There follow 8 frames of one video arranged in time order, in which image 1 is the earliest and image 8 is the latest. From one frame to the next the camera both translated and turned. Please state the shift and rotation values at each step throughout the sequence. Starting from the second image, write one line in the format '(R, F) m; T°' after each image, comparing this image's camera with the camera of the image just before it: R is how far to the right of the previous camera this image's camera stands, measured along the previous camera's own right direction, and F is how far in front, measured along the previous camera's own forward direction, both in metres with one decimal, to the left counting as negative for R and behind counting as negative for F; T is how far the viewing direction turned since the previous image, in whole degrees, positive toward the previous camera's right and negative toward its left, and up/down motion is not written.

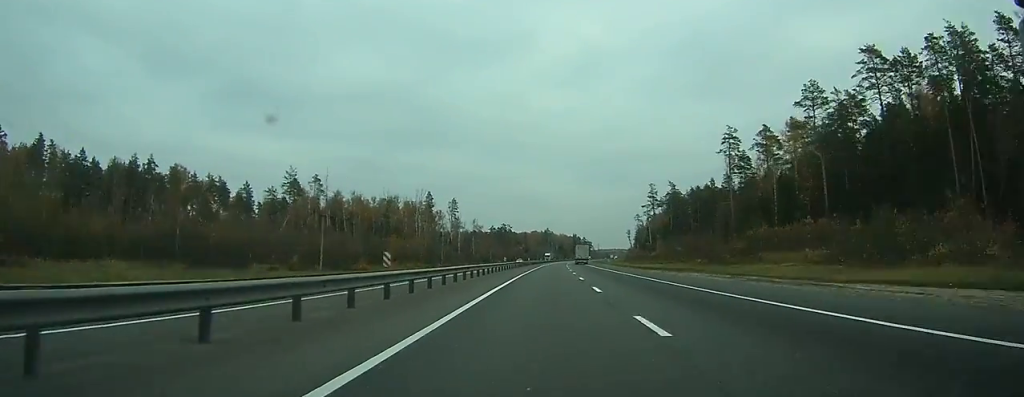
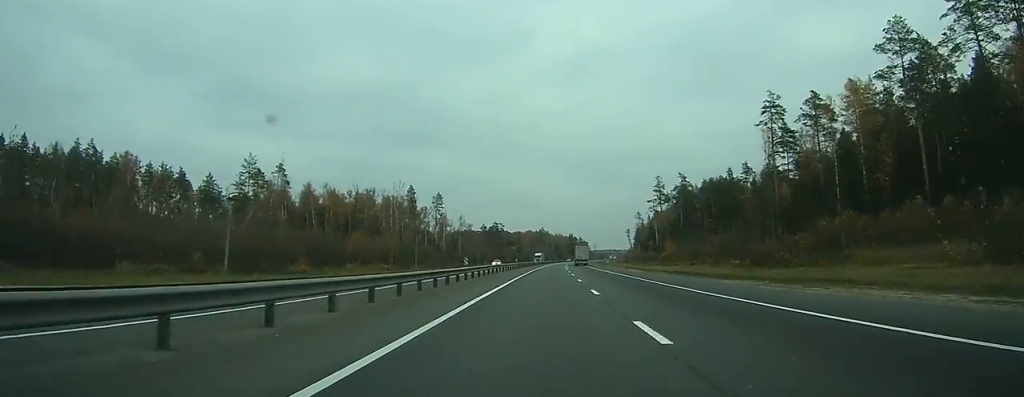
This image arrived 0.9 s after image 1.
(+0.1, +25.7) m; +1°
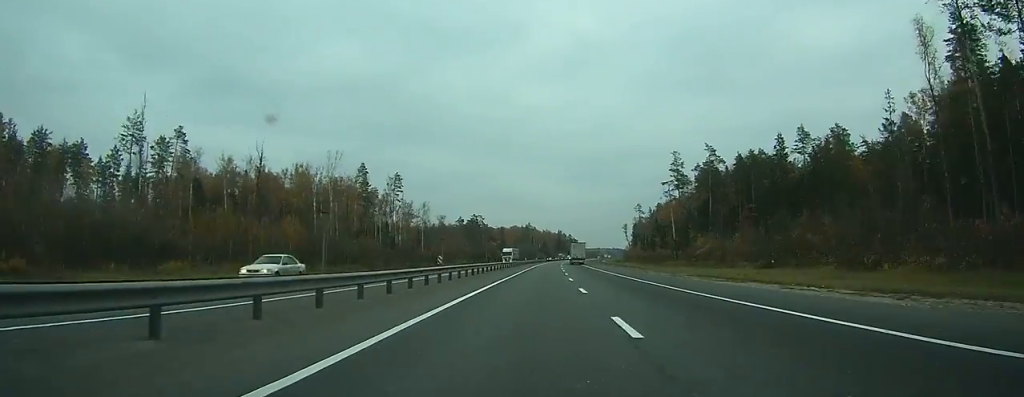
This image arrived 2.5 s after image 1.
(+0.4, +50.5) m; +1°
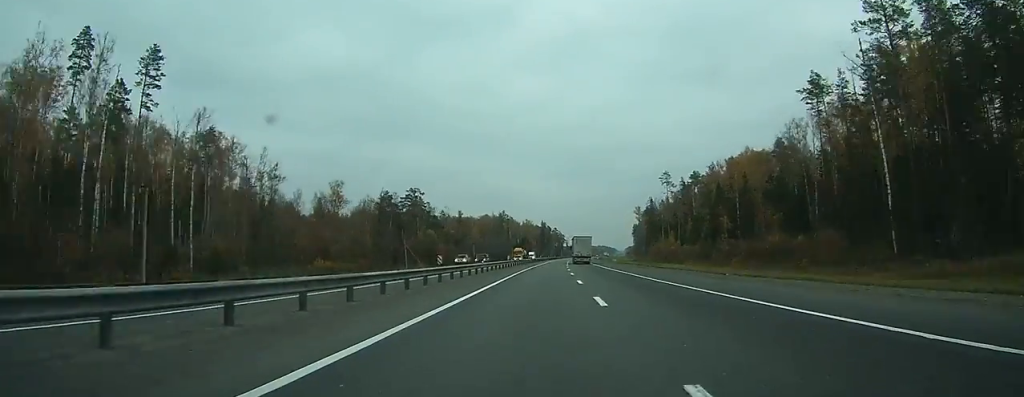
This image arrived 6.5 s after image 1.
(+2.1, +120.5) m; +2°
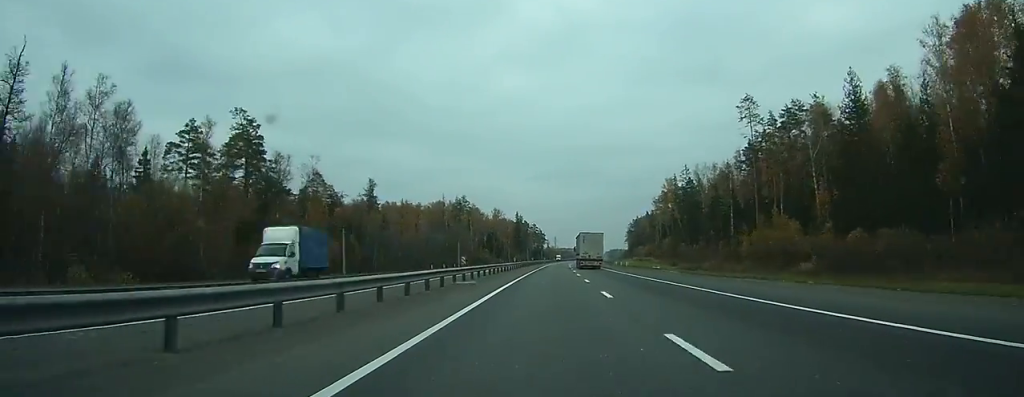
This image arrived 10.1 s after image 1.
(+1.7, +103.1) m; +2°
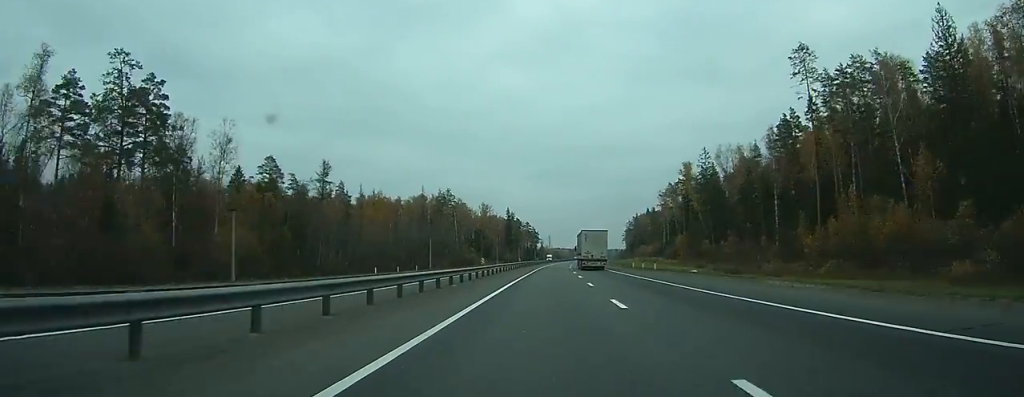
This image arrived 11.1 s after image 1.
(+0.2, +27.3) m; +1°
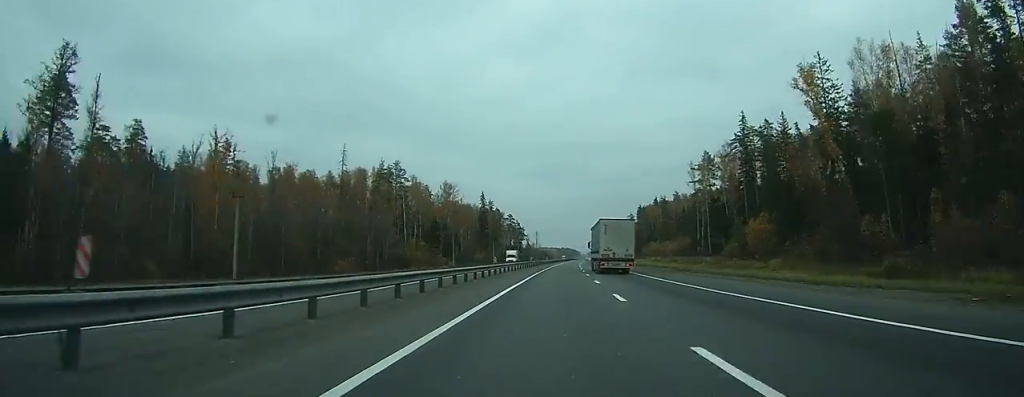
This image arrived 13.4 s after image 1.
(+0.8, +68.7) m; +1°
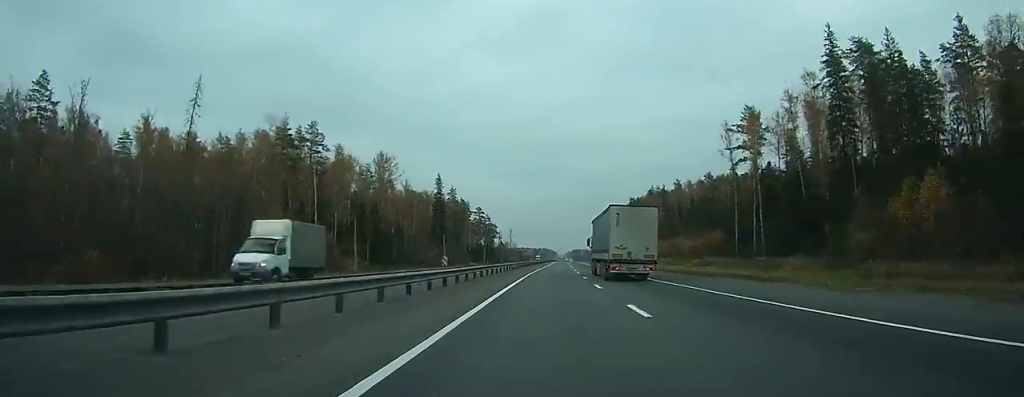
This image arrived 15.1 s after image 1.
(+0.5, +51.7) m; +1°
